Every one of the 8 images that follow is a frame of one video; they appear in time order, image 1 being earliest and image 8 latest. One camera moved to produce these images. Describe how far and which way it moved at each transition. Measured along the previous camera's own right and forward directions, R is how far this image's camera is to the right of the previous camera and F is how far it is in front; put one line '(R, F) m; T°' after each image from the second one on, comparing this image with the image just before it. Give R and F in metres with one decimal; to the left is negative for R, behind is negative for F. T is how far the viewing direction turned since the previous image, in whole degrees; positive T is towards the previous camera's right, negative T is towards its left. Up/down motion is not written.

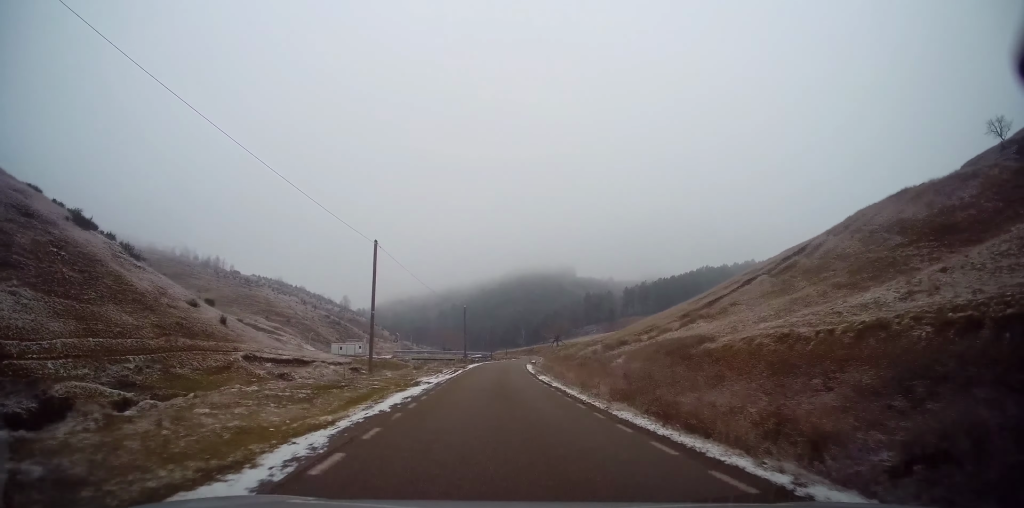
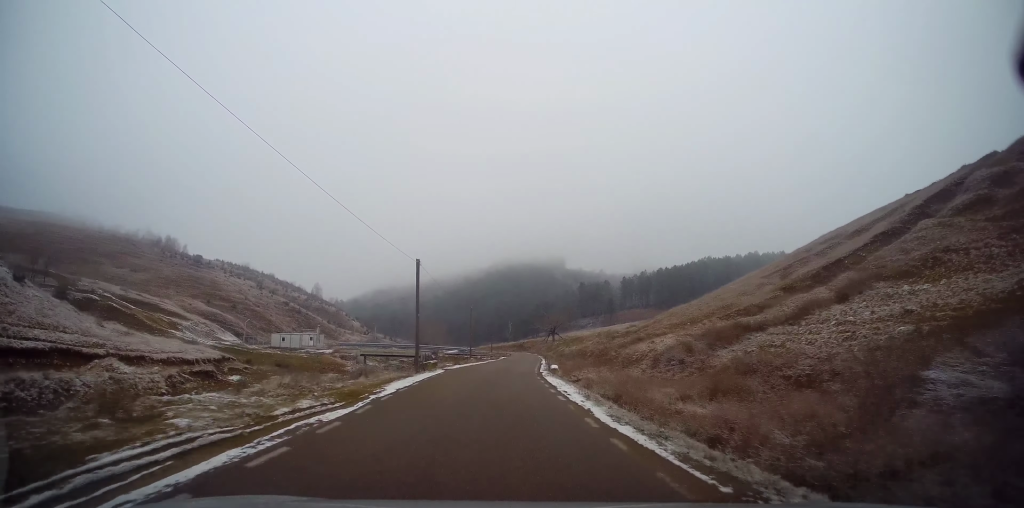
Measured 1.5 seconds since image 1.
(-0.1, +28.6) m; 0°
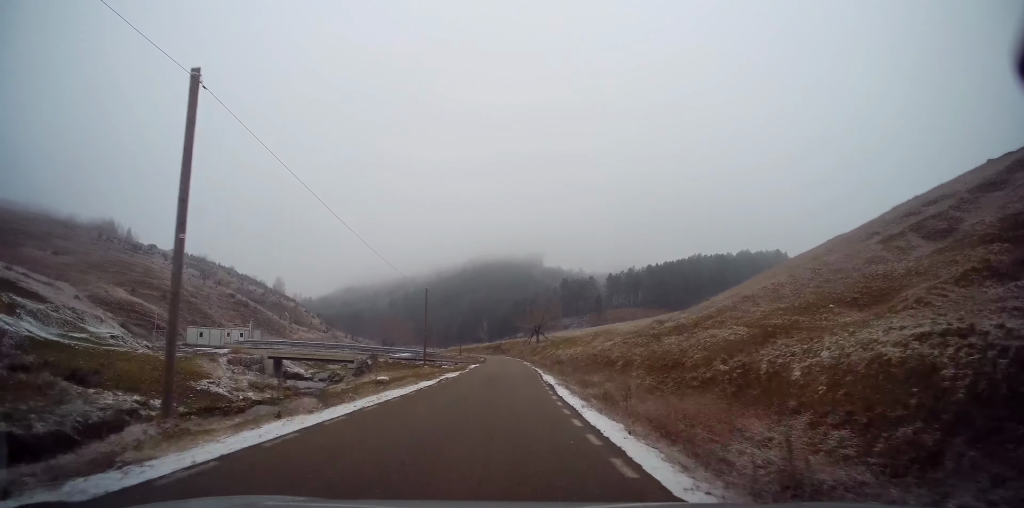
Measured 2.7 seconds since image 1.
(+0.5, +23.1) m; +3°
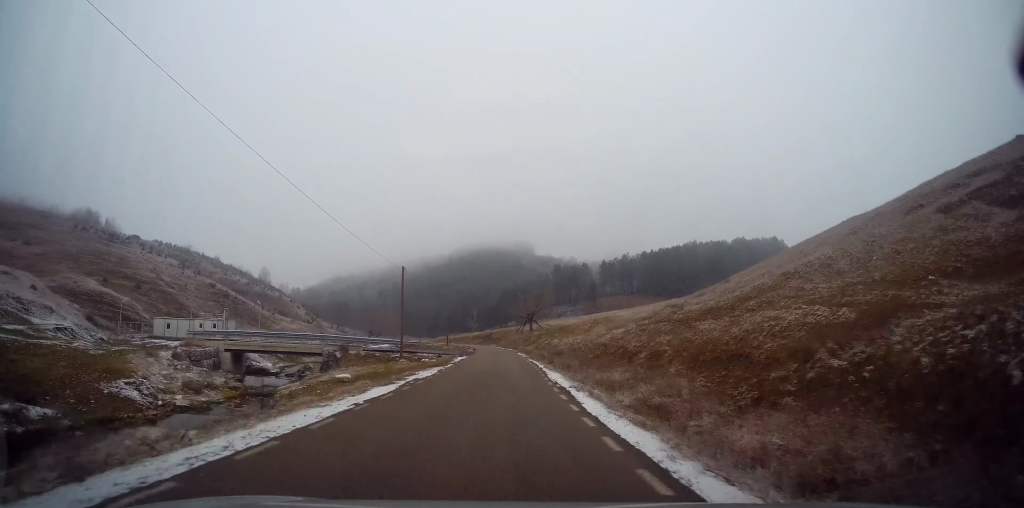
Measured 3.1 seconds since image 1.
(+0.2, +7.7) m; +1°
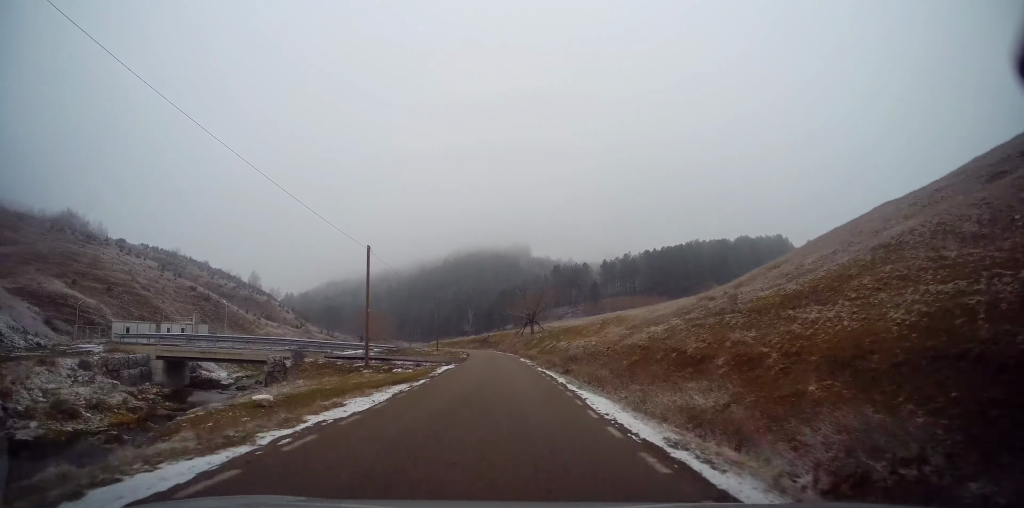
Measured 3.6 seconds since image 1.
(+0.1, +9.5) m; 0°
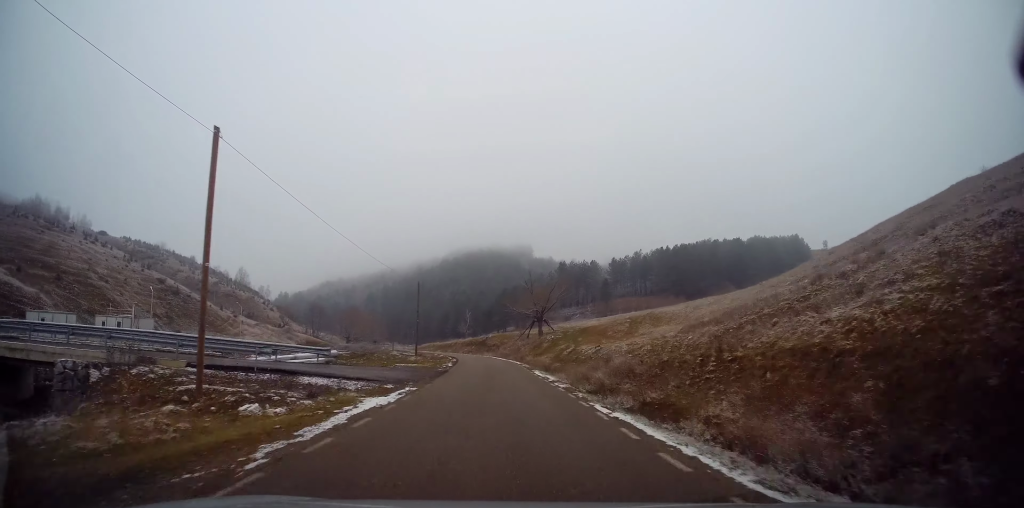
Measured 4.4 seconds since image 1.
(-0.1, +16.2) m; 0°
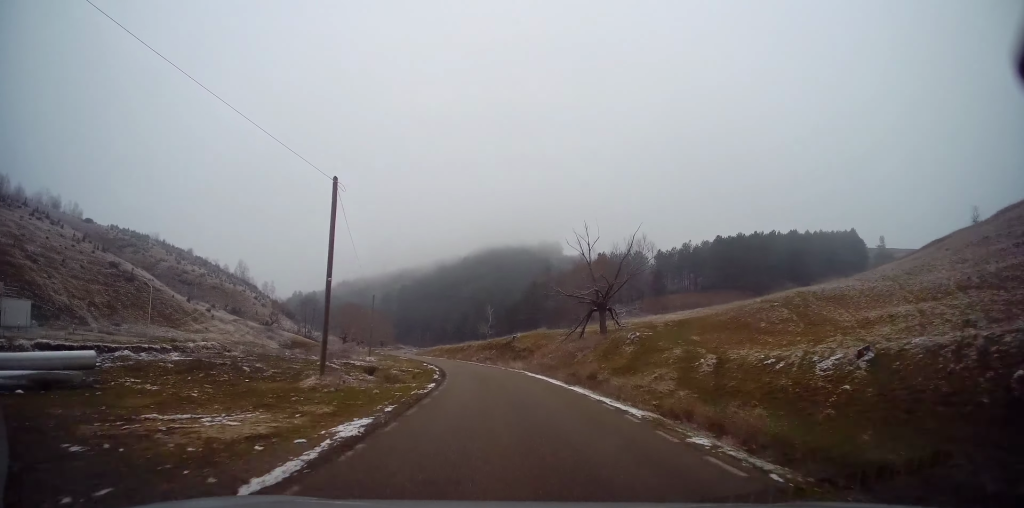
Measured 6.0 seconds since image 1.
(-0.5, +29.1) m; -4°
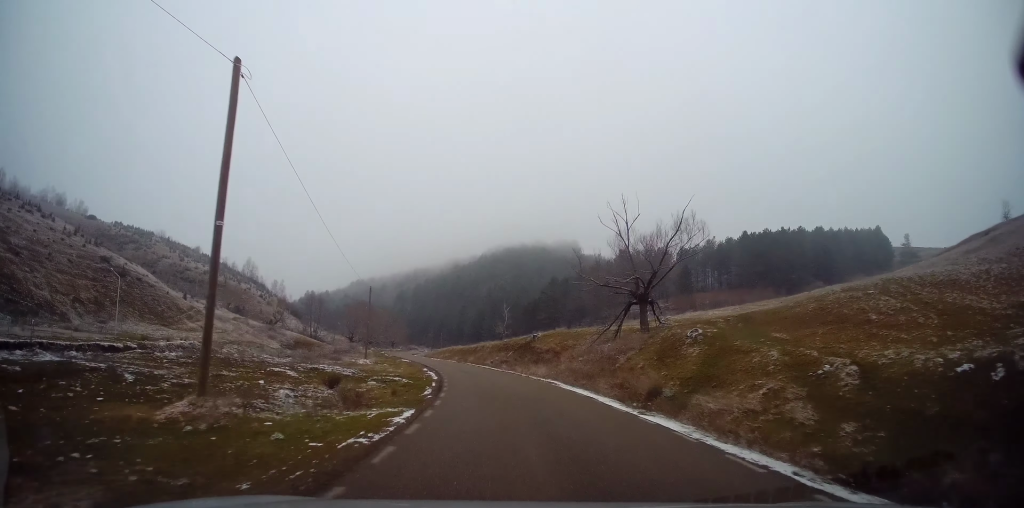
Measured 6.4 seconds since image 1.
(-0.1, +8.1) m; -2°
